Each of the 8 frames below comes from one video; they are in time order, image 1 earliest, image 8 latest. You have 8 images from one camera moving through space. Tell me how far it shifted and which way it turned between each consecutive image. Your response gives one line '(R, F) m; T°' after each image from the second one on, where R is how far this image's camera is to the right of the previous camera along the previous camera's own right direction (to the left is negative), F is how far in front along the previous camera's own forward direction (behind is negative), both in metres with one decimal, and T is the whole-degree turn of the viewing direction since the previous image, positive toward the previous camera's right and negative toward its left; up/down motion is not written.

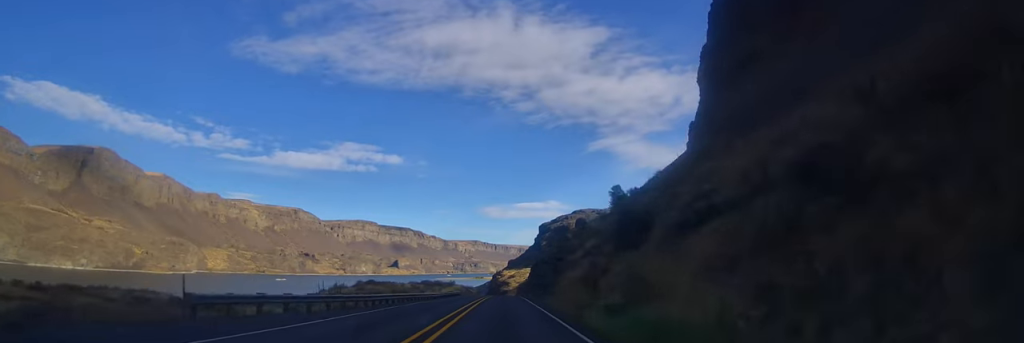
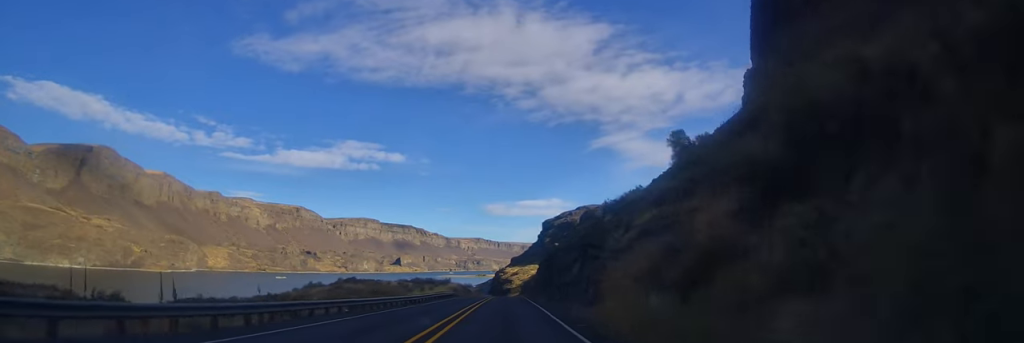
(+0.1, +16.5) m; 0°
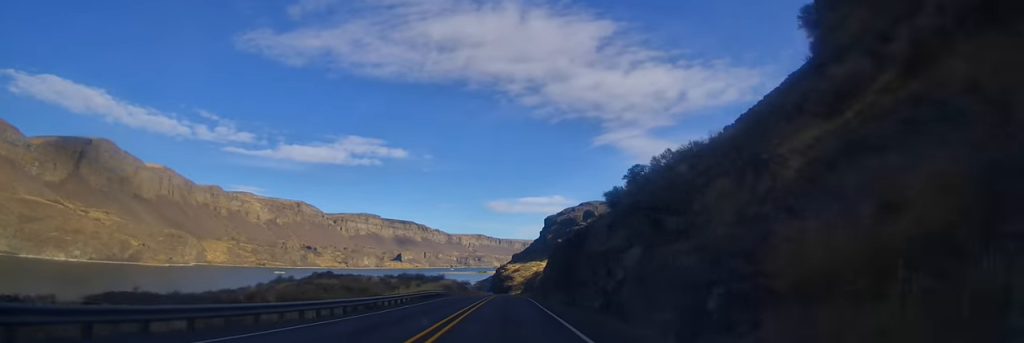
(-0.2, +14.5) m; 0°
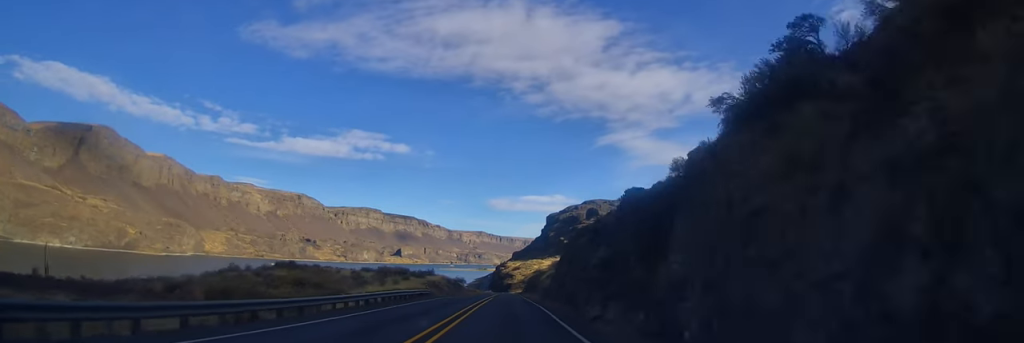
(-0.1, +15.5) m; 0°
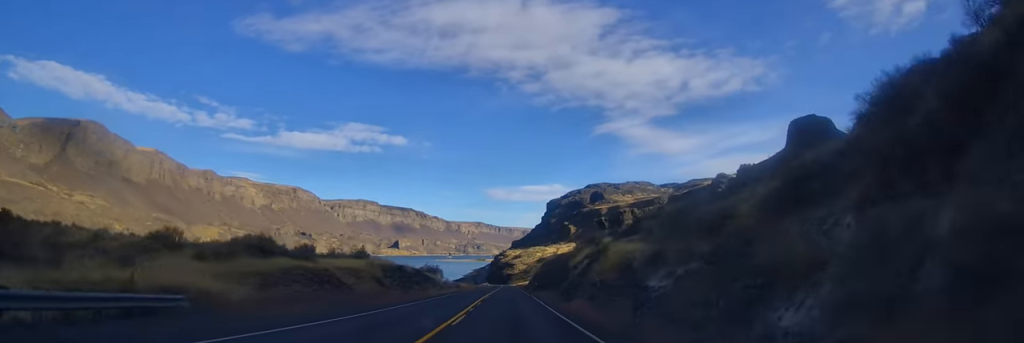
(+0.4, +45.7) m; 0°
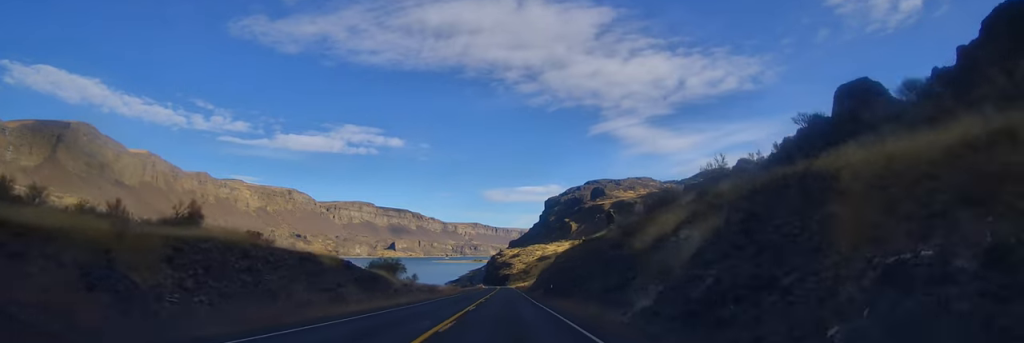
(-0.2, +27.2) m; -1°
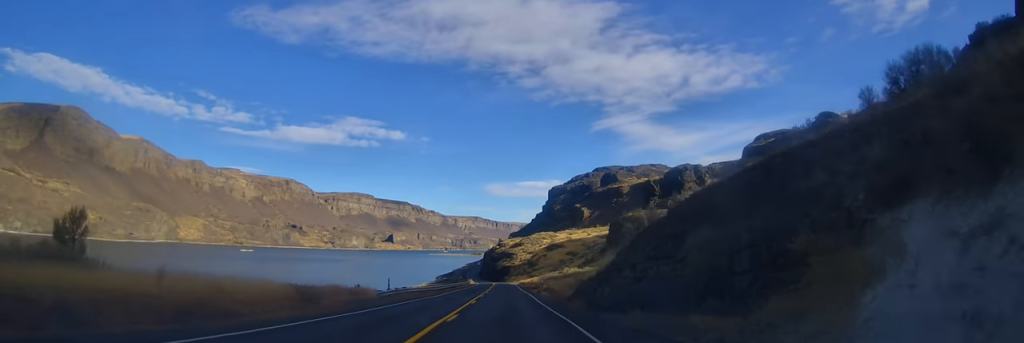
(+0.1, +59.8) m; +1°
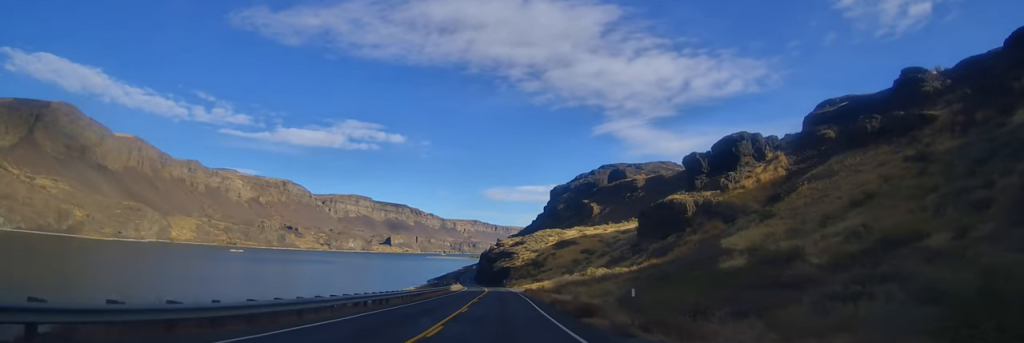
(+0.2, +39.3) m; +1°
